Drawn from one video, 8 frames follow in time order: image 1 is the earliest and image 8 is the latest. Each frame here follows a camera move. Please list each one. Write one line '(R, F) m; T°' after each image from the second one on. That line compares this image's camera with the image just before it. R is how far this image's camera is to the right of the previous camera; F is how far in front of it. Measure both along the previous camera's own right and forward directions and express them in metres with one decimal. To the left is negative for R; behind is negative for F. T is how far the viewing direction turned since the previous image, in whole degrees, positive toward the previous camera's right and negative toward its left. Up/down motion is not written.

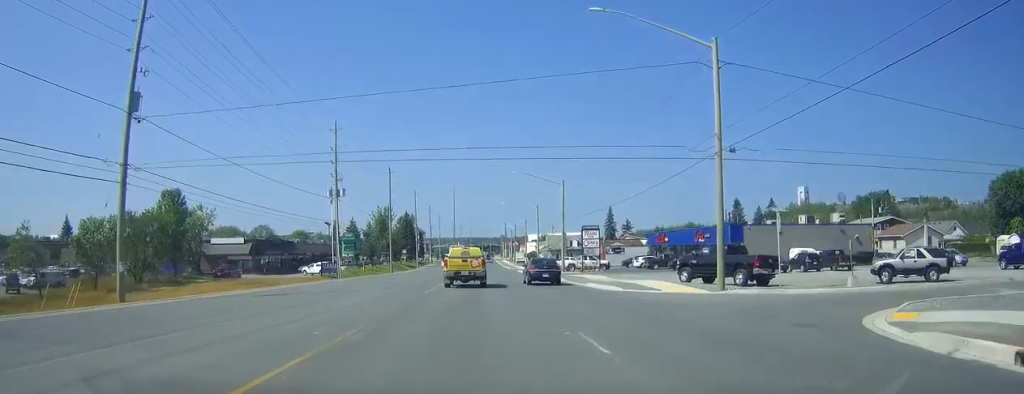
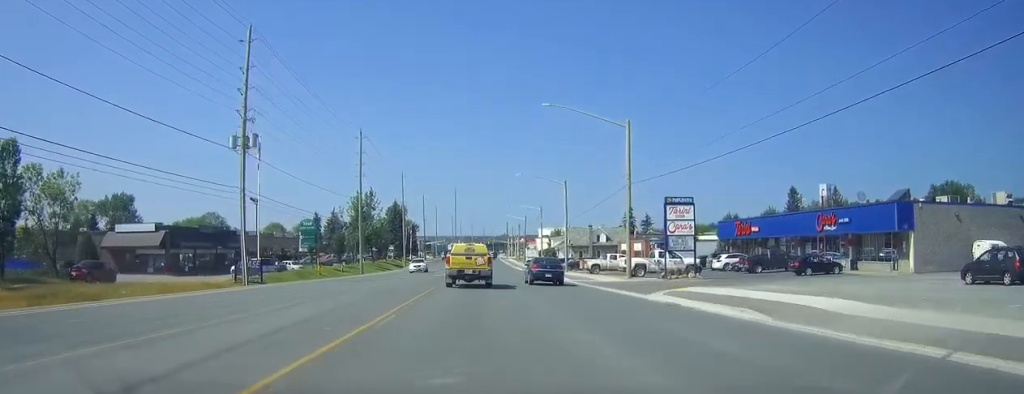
(-0.1, +33.0) m; 0°
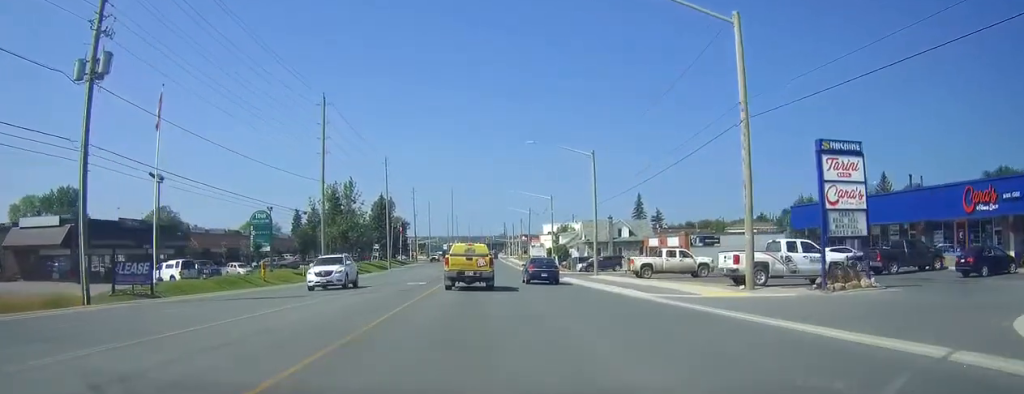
(0.0, +20.9) m; 0°
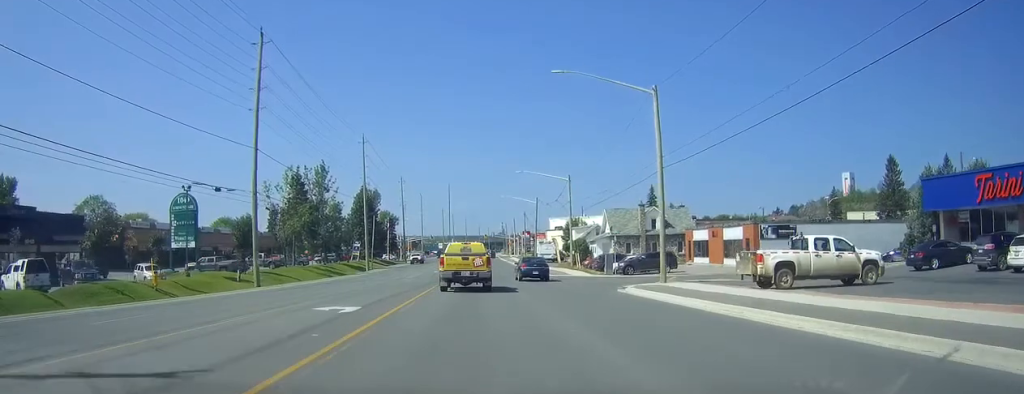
(+0.1, +21.5) m; 0°
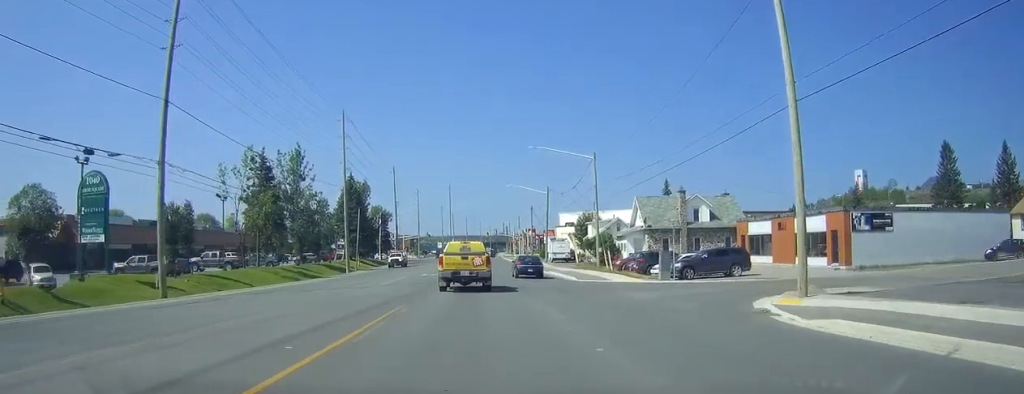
(0.0, +15.9) m; 0°
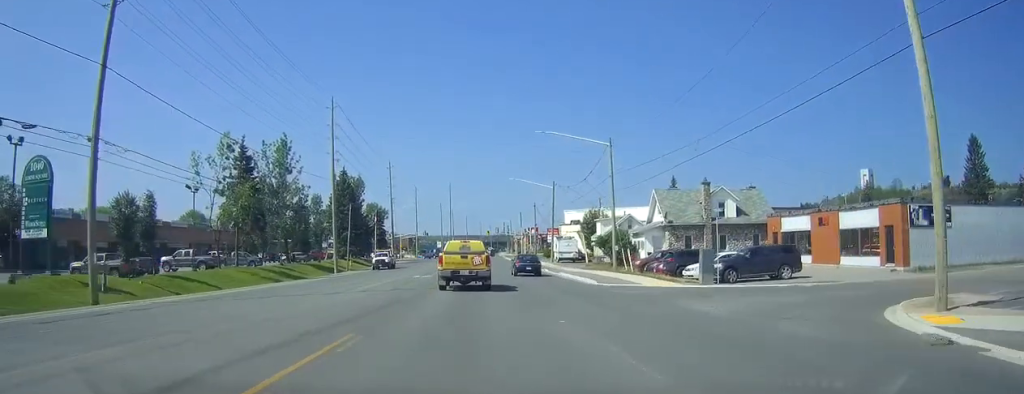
(+0.1, +7.1) m; 0°
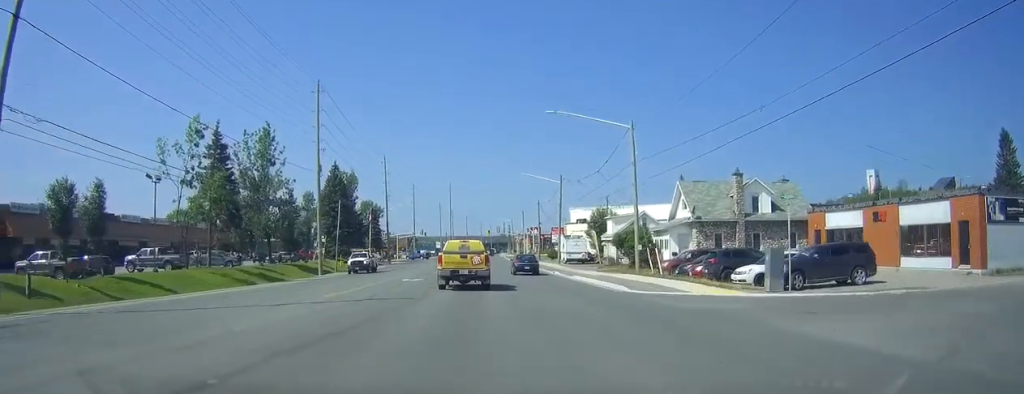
(0.0, +7.6) m; 0°
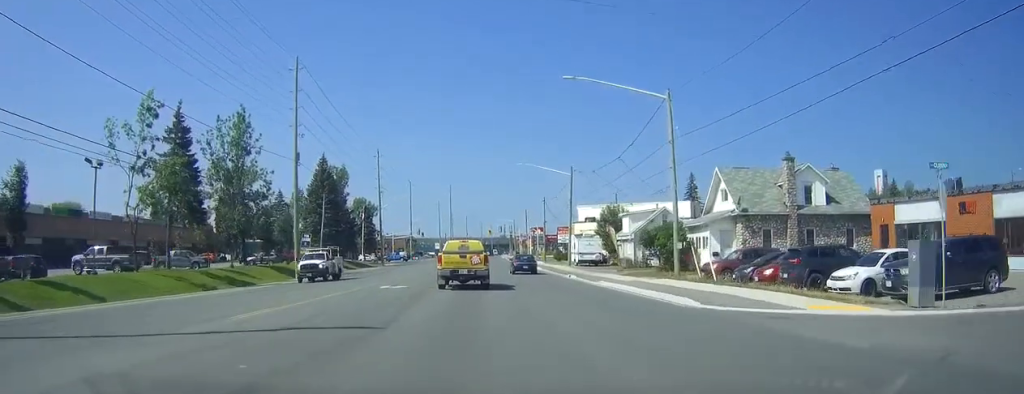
(-0.1, +9.0) m; 0°
